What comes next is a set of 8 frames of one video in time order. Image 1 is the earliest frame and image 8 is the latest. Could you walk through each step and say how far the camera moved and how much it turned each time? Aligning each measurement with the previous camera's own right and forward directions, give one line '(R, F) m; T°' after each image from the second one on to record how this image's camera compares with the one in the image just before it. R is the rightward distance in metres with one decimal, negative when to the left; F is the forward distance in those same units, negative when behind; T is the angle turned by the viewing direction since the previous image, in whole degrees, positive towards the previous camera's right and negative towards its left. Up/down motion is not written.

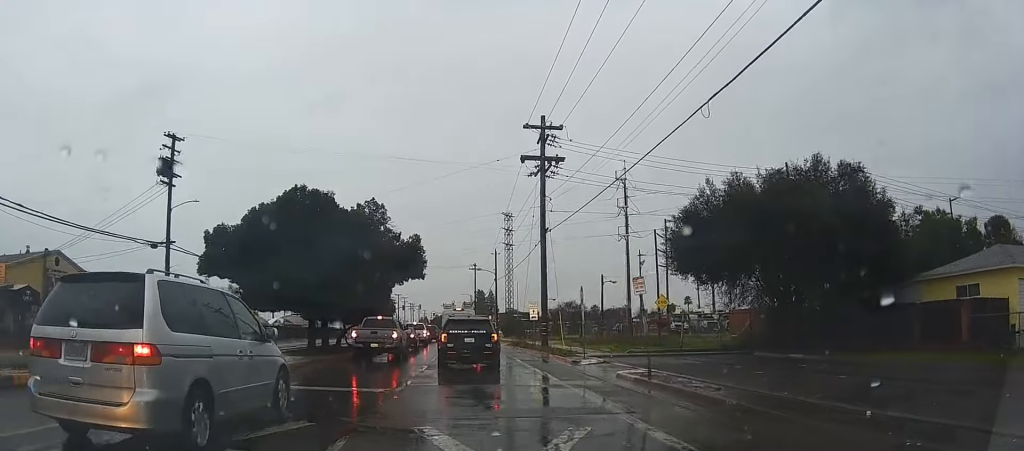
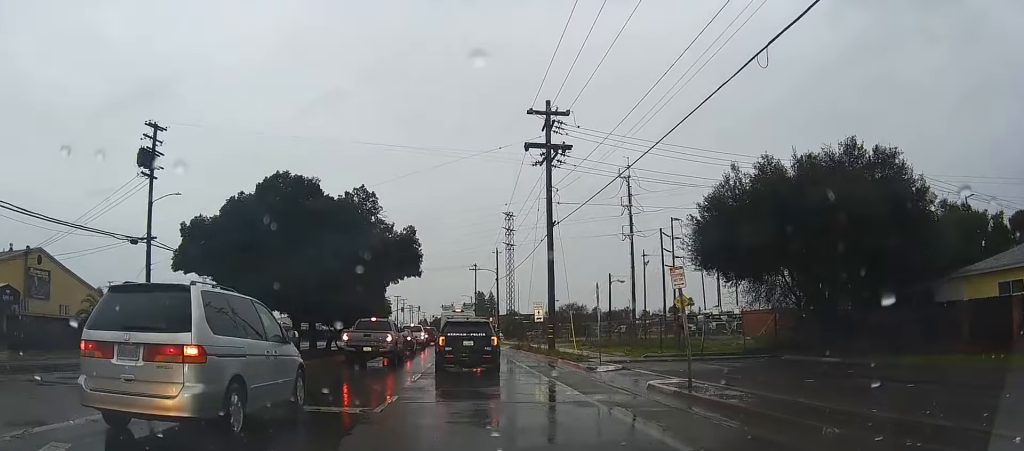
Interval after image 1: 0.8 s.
(0.0, +2.6) m; 0°
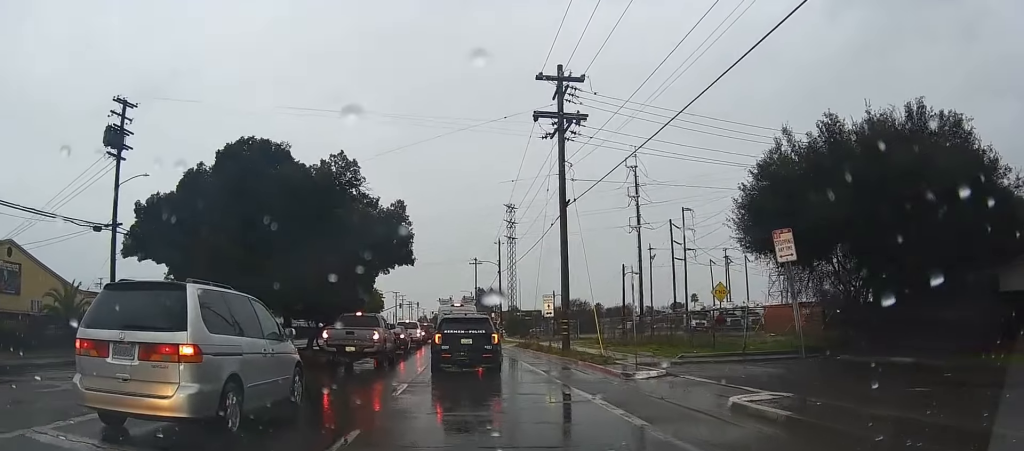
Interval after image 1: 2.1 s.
(0.0, +4.1) m; 0°
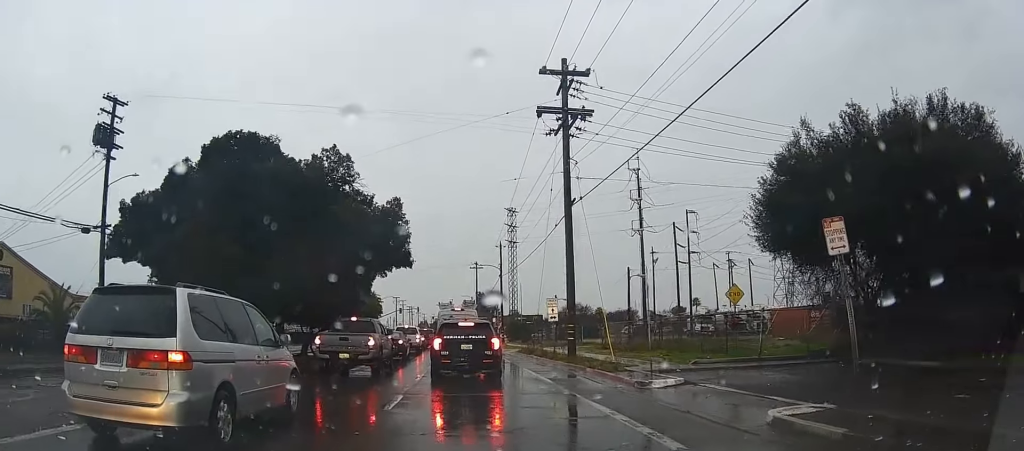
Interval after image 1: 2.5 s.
(0.0, +1.3) m; 0°
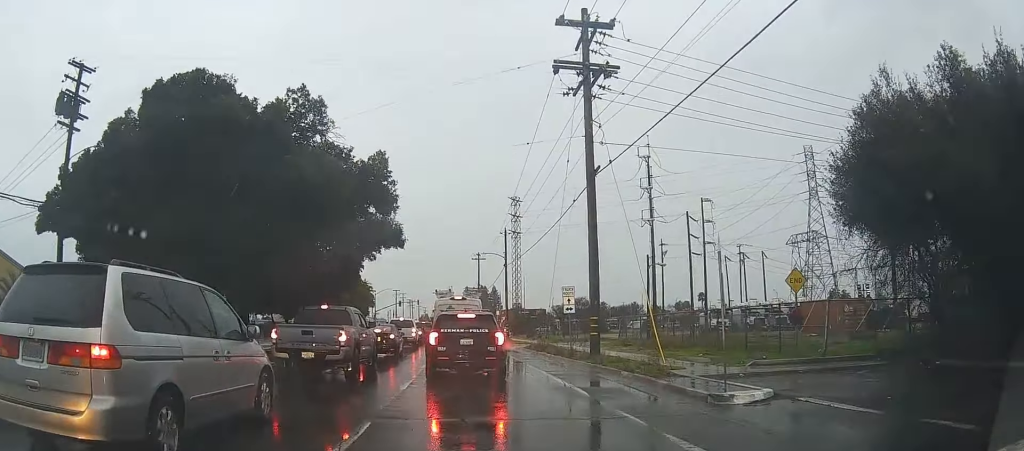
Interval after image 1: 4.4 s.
(0.0, +4.7) m; 0°
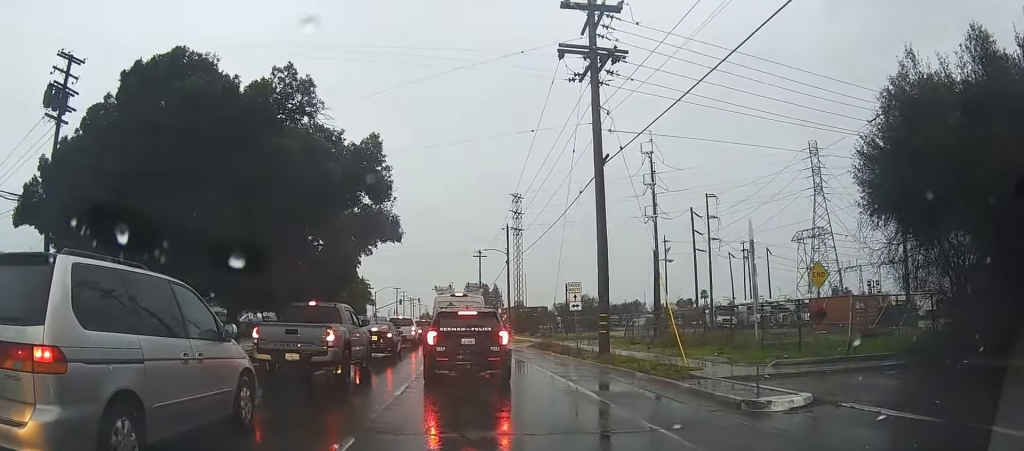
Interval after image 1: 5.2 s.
(0.0, +1.3) m; 0°
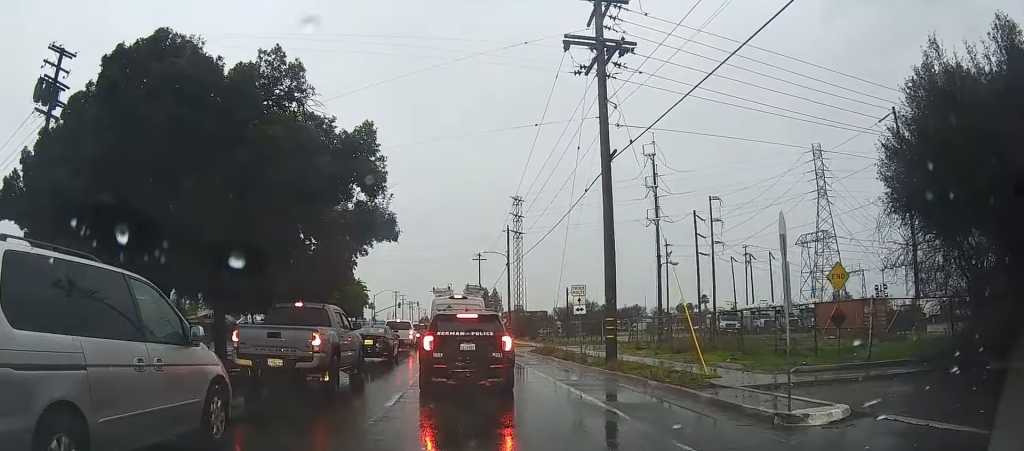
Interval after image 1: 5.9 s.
(0.0, +1.1) m; 0°
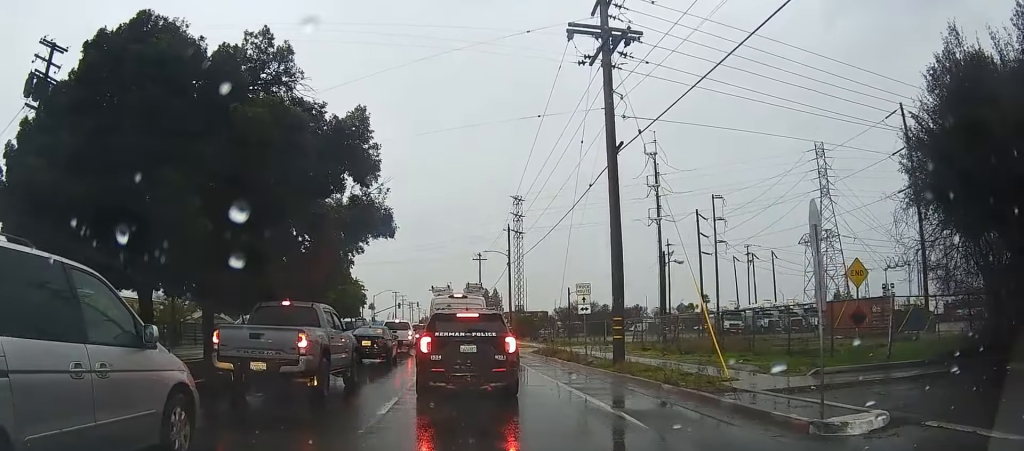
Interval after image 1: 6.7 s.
(0.0, +1.1) m; 0°
